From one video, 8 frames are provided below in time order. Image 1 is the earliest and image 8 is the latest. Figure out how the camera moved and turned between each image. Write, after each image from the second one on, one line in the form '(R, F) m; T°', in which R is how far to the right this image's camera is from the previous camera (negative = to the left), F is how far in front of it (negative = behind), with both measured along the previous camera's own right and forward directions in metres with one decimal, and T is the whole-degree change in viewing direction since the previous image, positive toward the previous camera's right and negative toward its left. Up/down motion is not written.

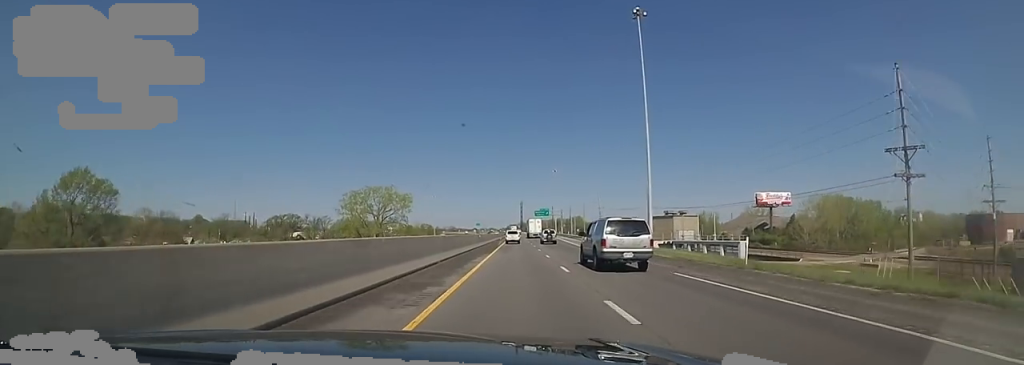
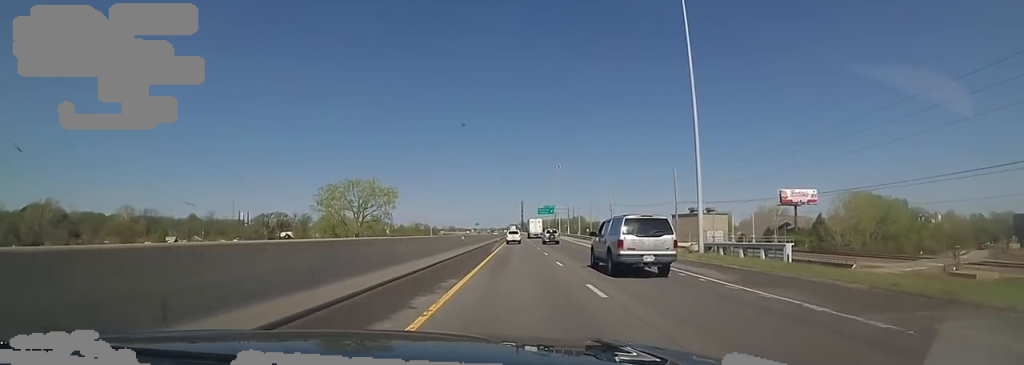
(+0.9, +16.2) m; 0°
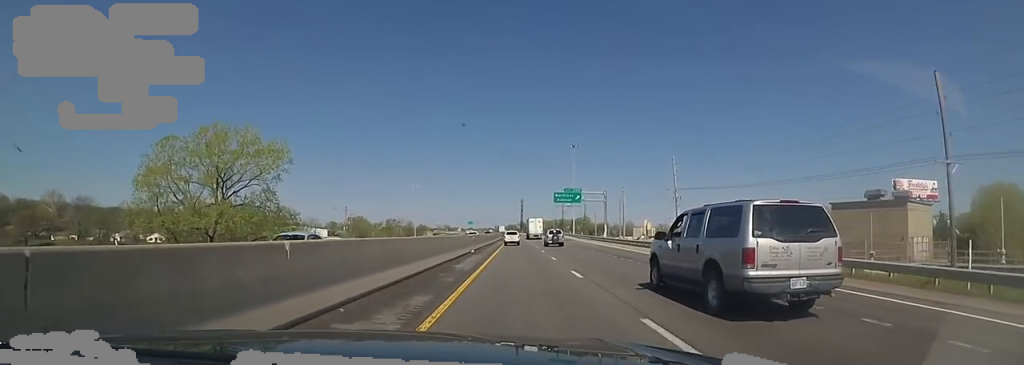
(-2.0, +53.1) m; -1°
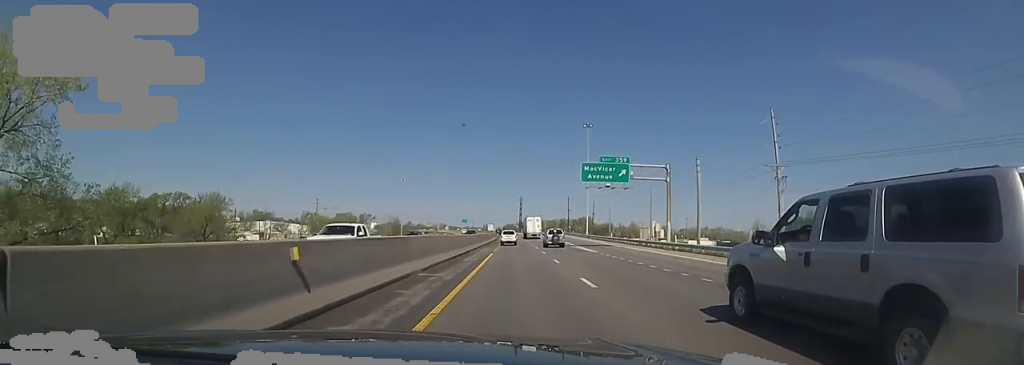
(+0.8, +32.2) m; +1°
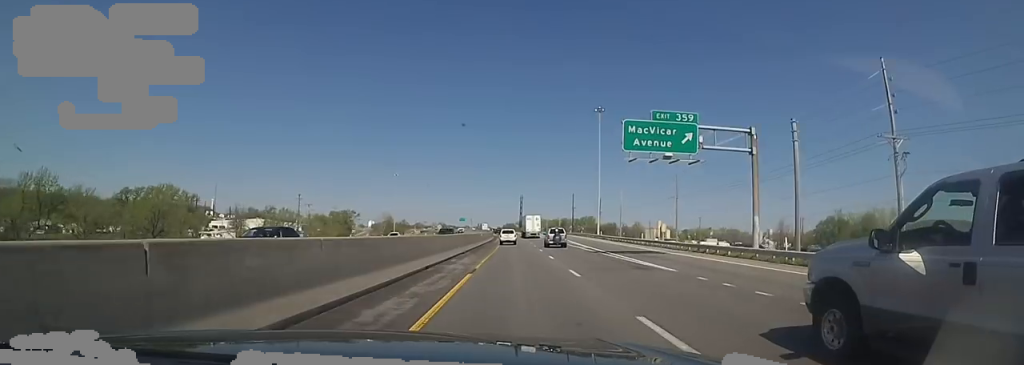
(+0.8, +17.8) m; 0°
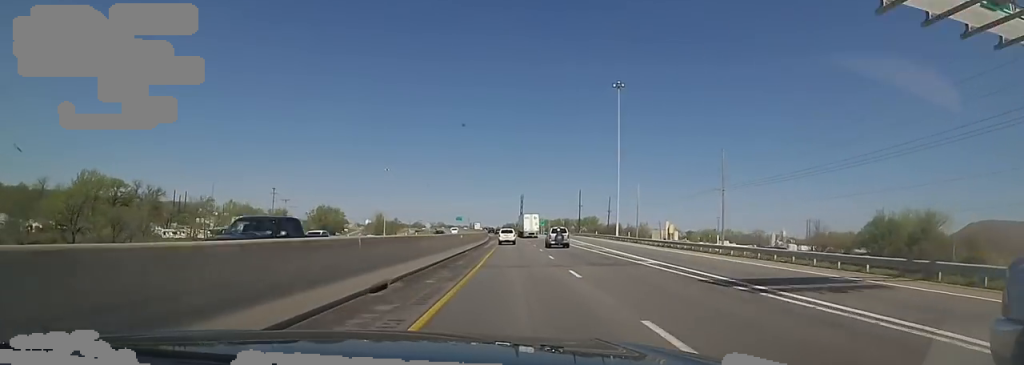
(-1.1, +19.9) m; -1°
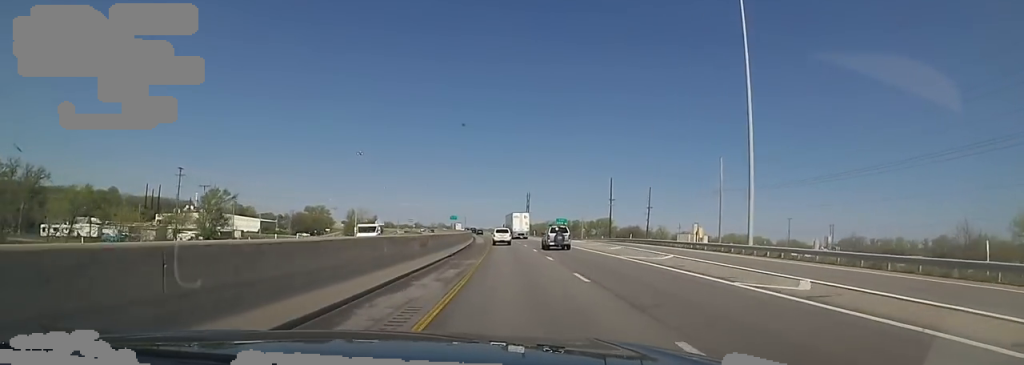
(-0.3, +50.7) m; +1°
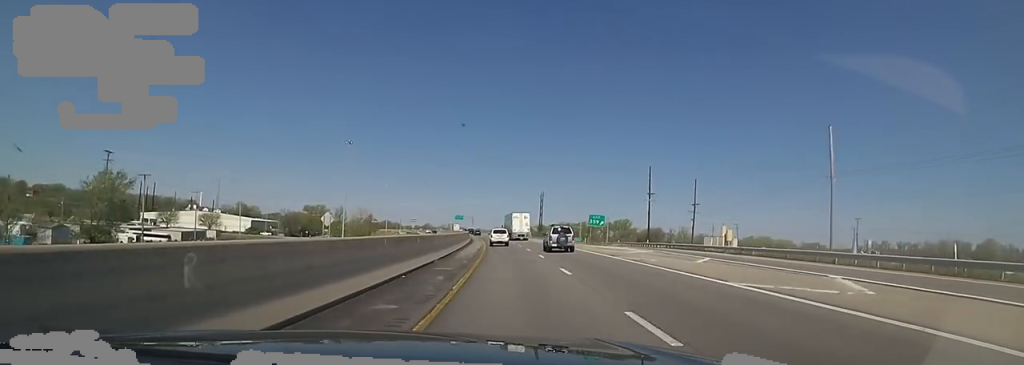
(+0.8, +27.3) m; -1°
